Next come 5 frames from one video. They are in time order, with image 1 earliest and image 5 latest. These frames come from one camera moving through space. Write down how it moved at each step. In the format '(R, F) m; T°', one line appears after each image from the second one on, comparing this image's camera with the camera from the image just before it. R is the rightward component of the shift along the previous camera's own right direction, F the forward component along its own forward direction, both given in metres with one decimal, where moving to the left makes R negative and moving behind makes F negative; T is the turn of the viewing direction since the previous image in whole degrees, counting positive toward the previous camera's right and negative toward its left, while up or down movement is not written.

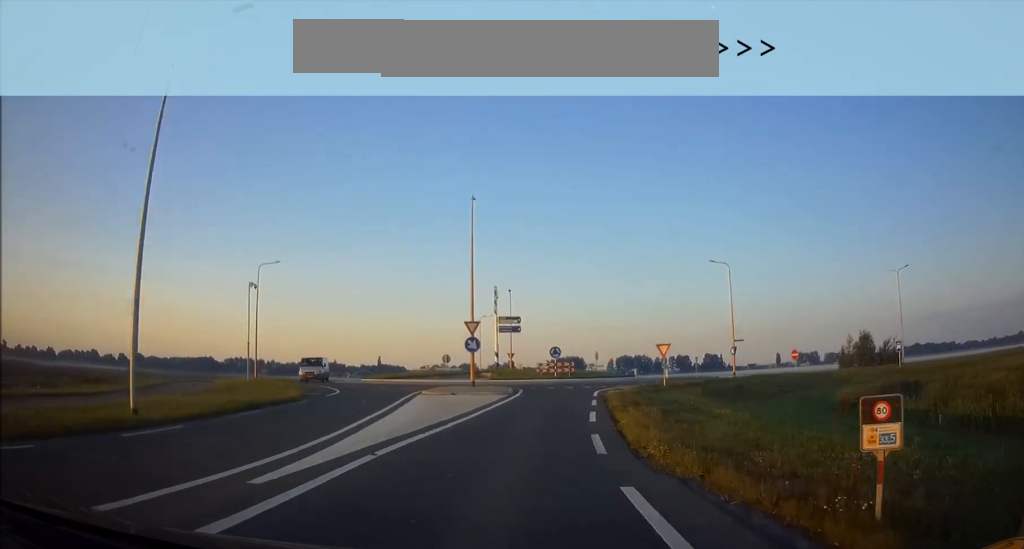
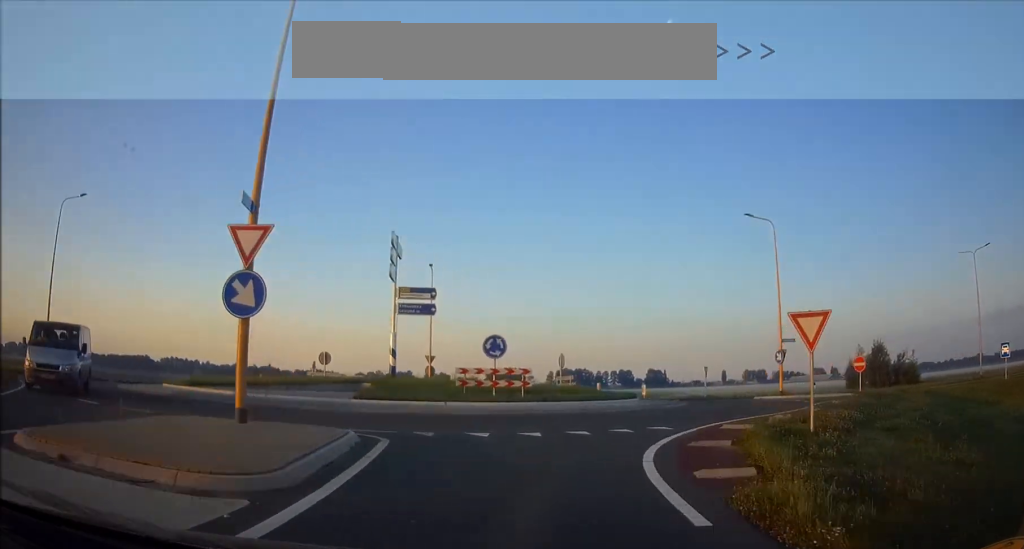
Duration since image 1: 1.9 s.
(+1.1, +23.5) m; +10°
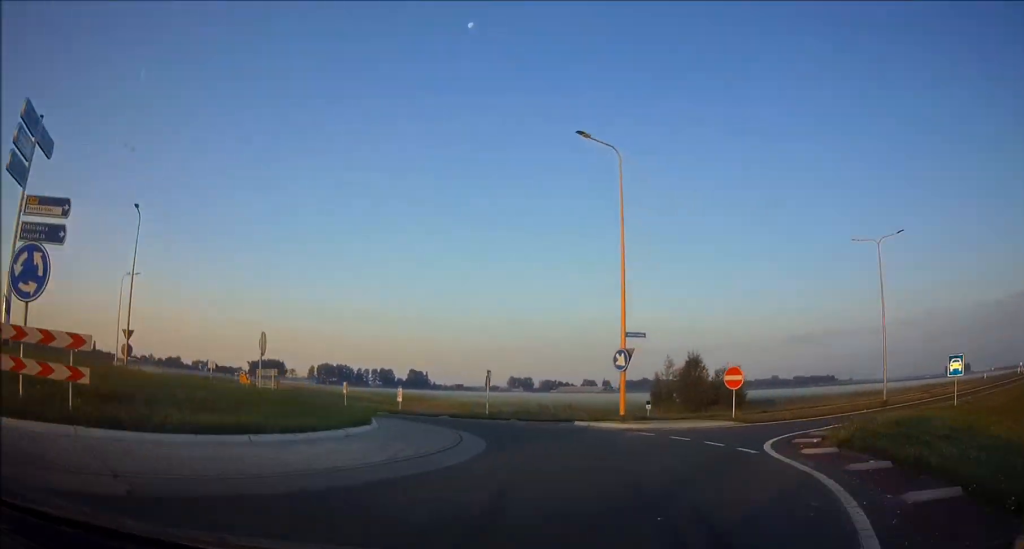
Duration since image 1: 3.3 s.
(+2.2, +15.0) m; -2°
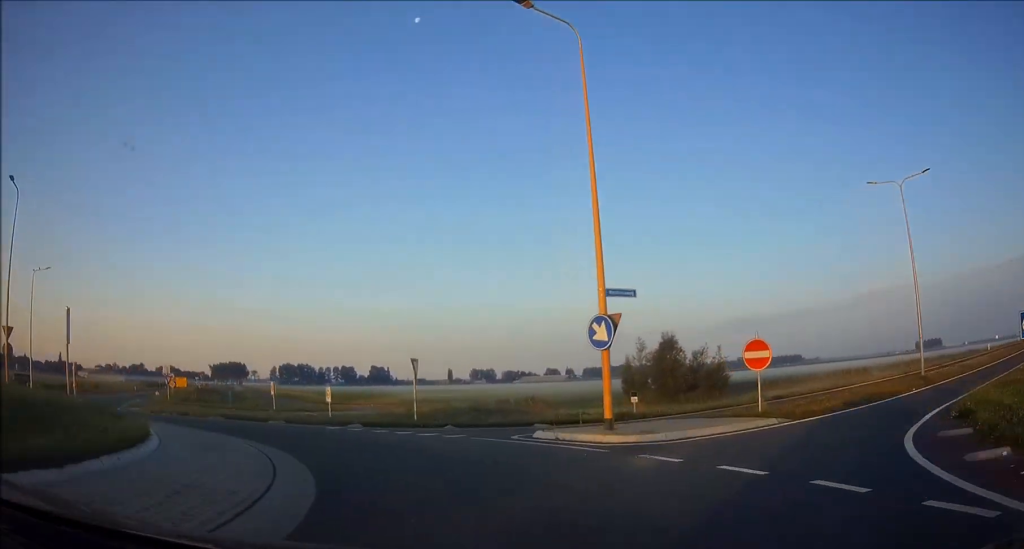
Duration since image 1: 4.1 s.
(+2.0, +8.9) m; -3°
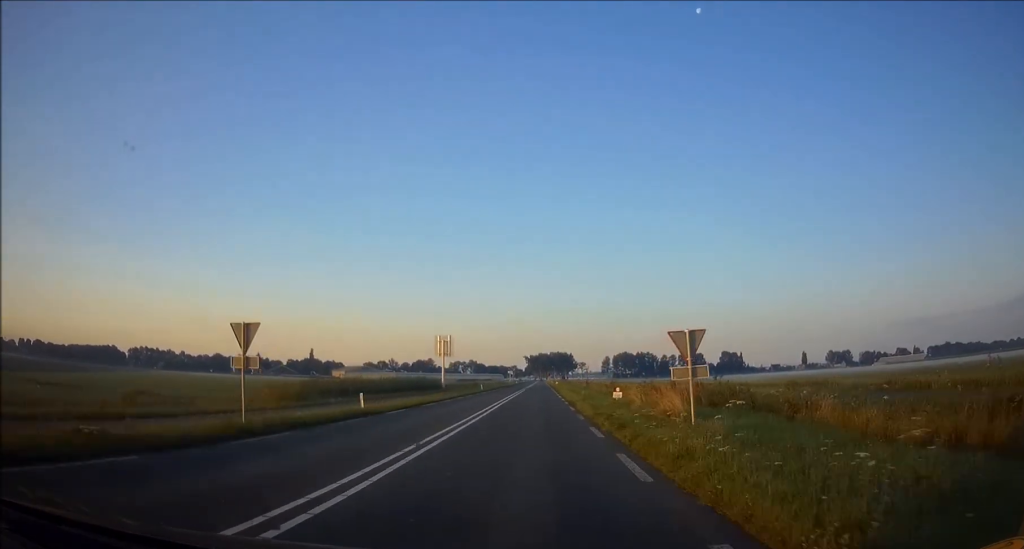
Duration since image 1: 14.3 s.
(-24.5, +139.4) m; -5°
